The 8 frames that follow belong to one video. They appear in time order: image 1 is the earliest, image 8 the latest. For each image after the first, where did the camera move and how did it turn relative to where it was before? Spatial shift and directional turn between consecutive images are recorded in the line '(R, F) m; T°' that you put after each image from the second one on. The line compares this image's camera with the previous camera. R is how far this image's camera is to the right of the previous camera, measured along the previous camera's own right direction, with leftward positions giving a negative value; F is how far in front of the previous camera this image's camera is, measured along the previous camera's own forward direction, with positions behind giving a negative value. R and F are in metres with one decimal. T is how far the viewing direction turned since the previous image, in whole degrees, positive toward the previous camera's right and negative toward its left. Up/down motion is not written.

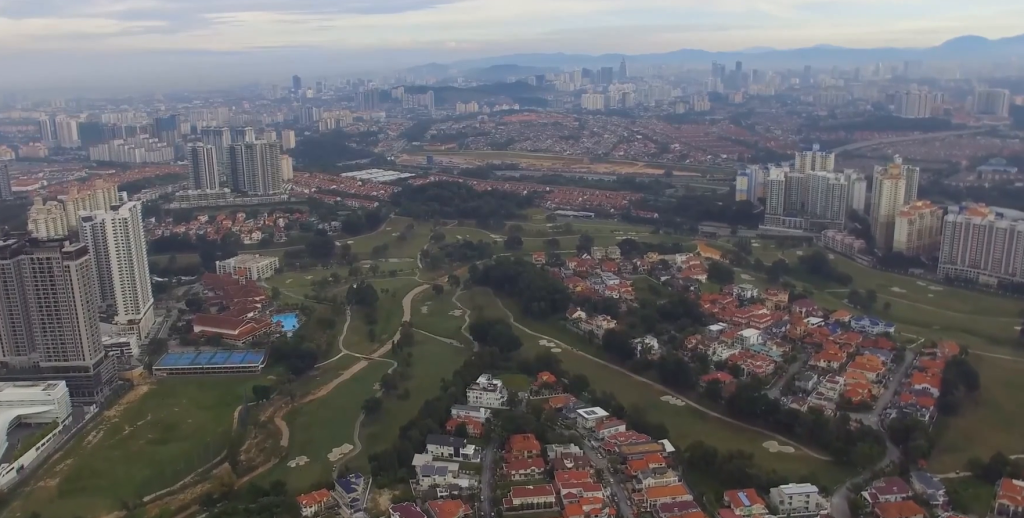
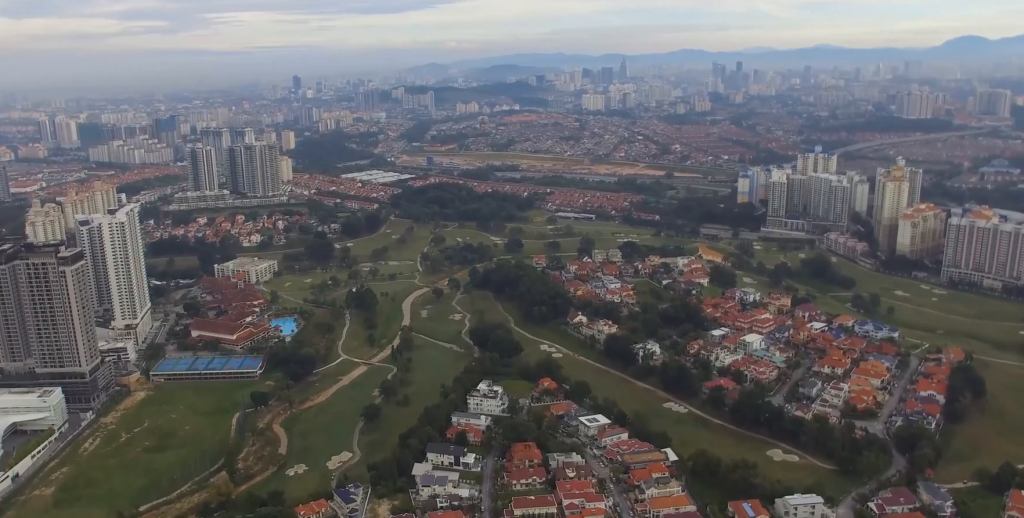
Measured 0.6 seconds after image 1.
(0.0, +7.3) m; 0°
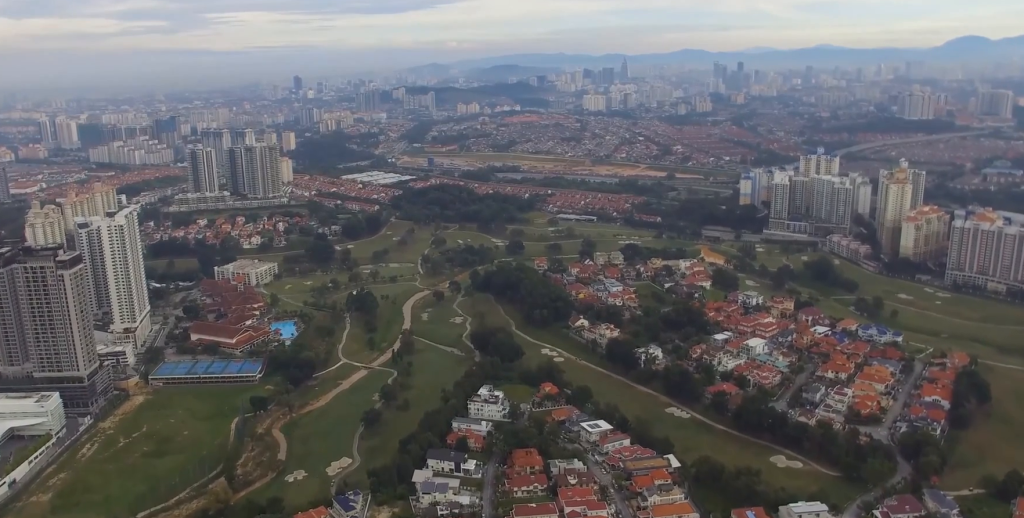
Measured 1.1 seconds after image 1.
(0.0, +5.5) m; 0°
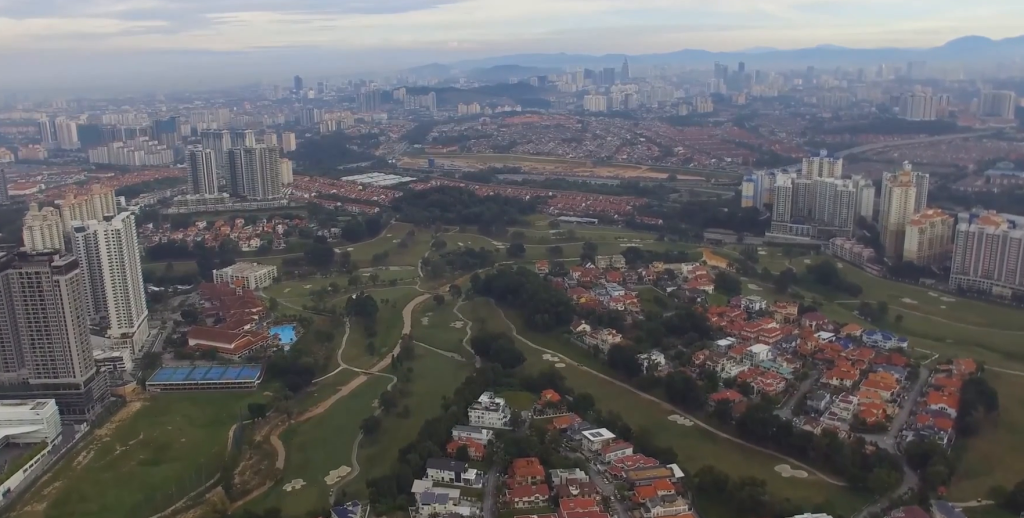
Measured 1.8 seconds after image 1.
(0.0, +8.3) m; 0°
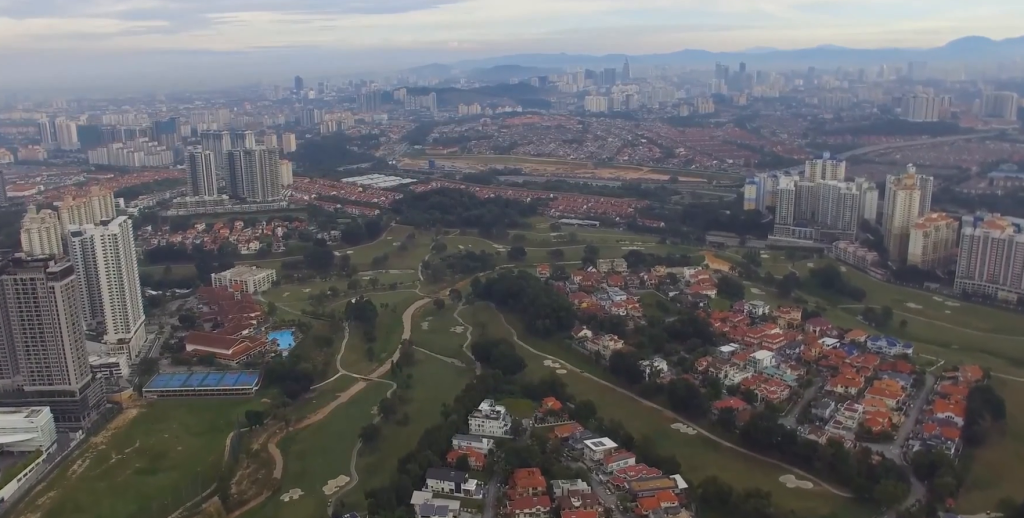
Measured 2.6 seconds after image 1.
(0.0, +8.3) m; 0°
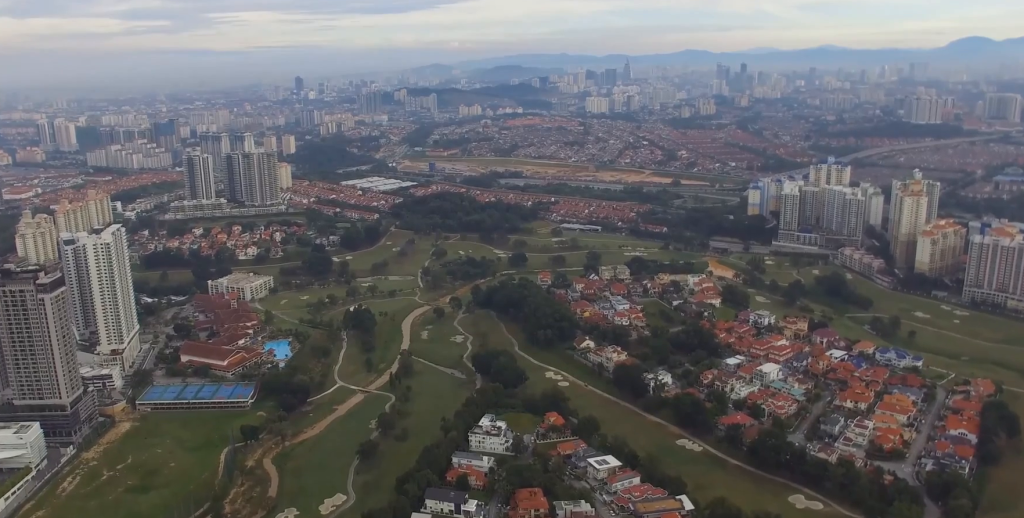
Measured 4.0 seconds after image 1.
(0.0, +16.6) m; 0°
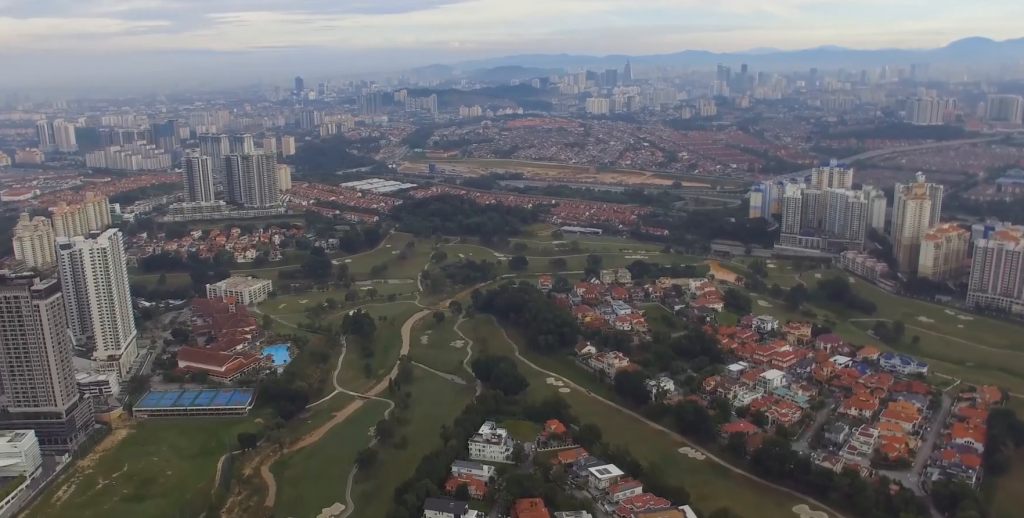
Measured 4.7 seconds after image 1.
(0.0, +7.9) m; 0°
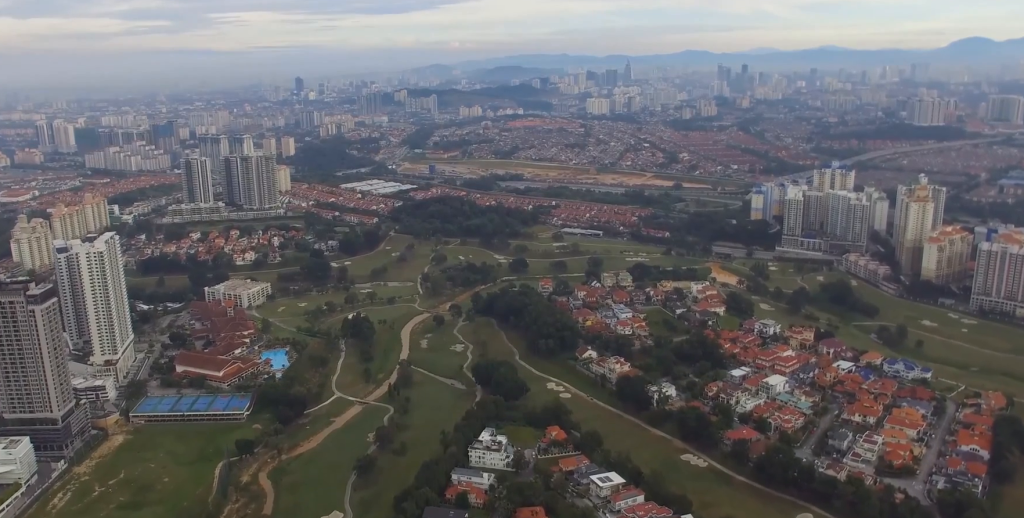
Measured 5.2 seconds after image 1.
(0.0, +6.5) m; 0°
